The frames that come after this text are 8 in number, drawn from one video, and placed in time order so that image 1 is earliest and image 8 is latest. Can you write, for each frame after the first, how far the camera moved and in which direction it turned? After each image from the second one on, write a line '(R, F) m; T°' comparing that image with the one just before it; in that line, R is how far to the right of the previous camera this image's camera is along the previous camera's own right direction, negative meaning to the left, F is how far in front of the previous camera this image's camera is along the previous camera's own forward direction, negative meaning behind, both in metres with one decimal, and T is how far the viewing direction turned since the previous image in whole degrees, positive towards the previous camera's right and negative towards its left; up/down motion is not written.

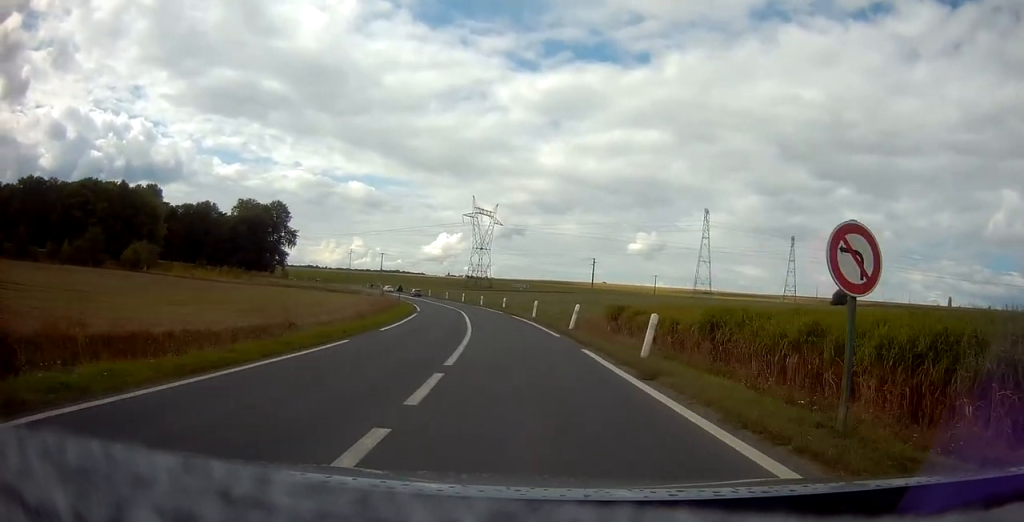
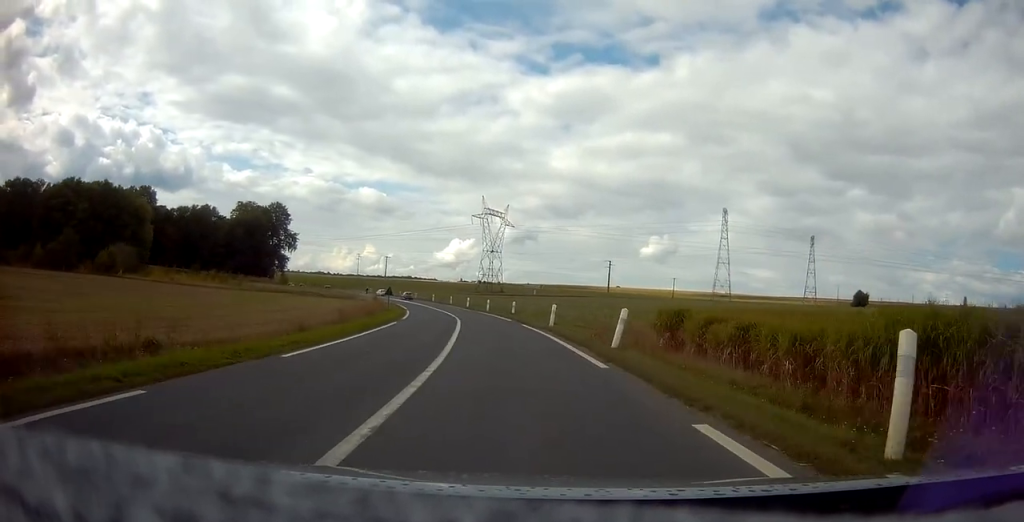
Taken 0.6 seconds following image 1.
(+0.1, +10.6) m; -1°
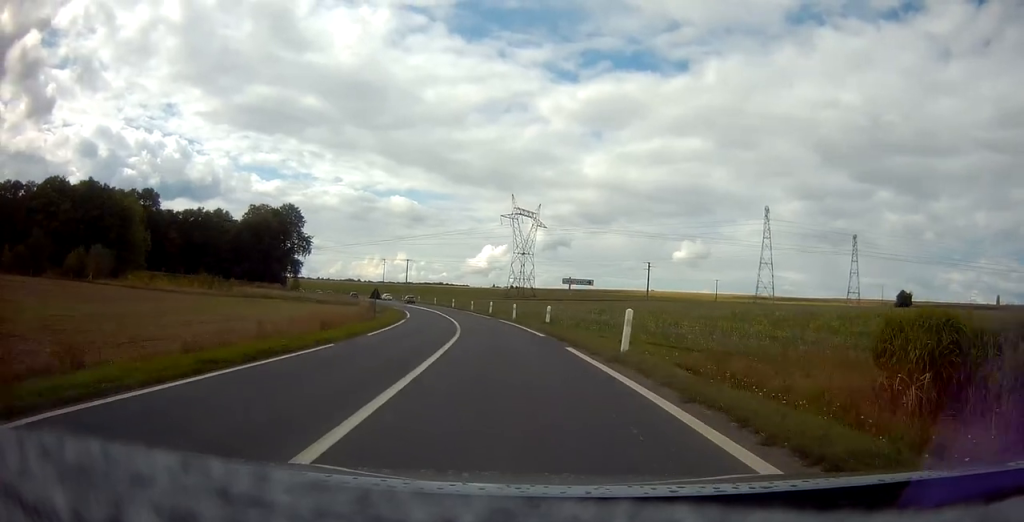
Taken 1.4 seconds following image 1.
(+0.1, +14.9) m; -2°
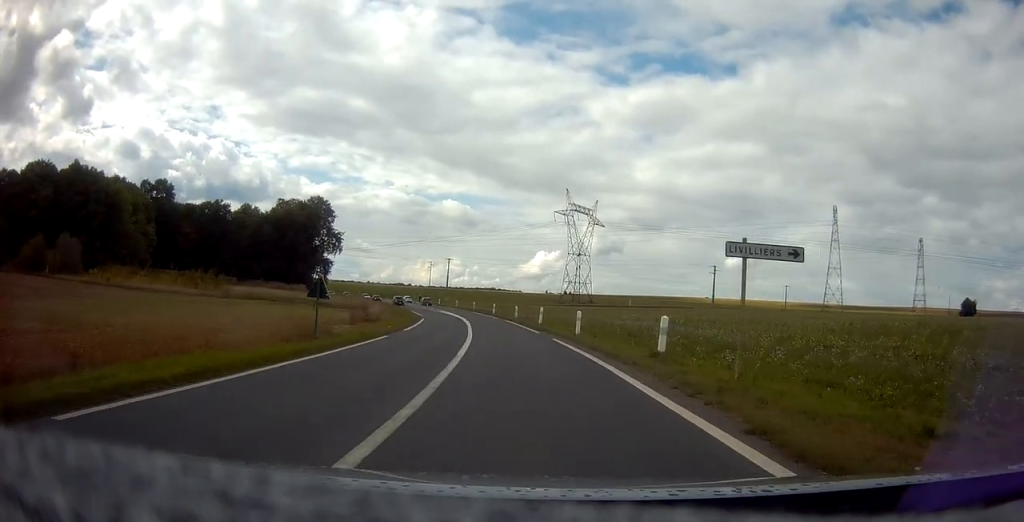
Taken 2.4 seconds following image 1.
(-0.9, +18.6) m; -5°
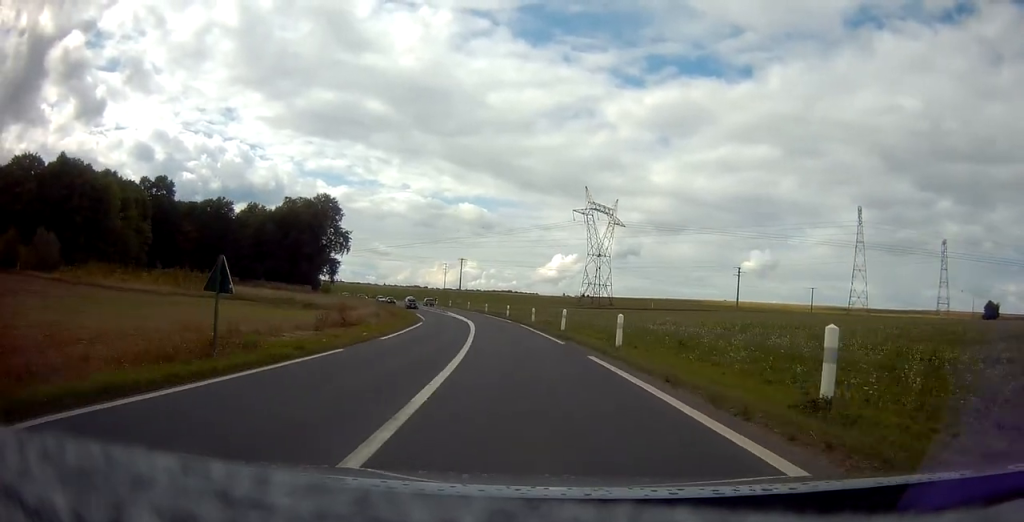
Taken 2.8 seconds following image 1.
(-0.2, +8.2) m; -2°
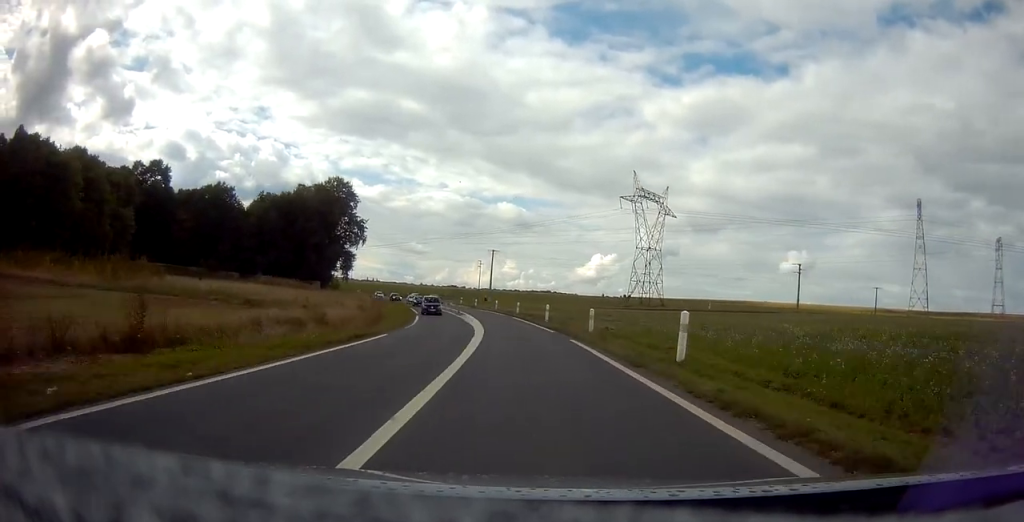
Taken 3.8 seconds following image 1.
(-1.0, +19.5) m; -4°
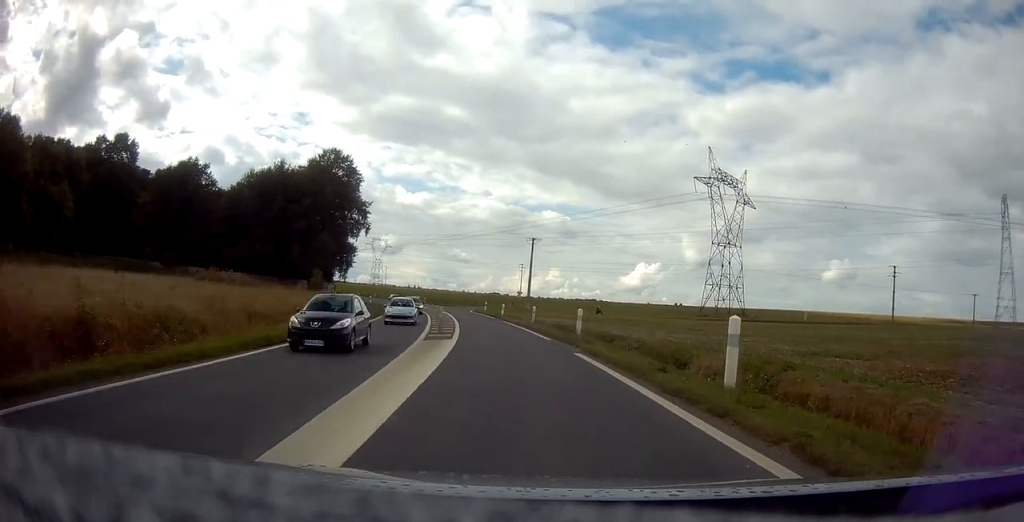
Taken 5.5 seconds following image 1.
(-0.9, +32.0) m; -4°
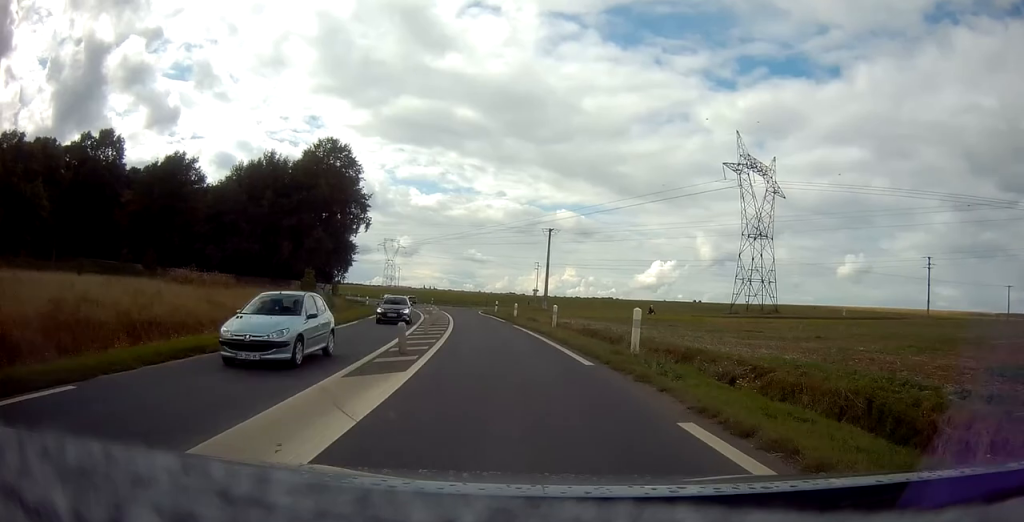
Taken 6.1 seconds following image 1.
(0.0, +9.9) m; -2°
